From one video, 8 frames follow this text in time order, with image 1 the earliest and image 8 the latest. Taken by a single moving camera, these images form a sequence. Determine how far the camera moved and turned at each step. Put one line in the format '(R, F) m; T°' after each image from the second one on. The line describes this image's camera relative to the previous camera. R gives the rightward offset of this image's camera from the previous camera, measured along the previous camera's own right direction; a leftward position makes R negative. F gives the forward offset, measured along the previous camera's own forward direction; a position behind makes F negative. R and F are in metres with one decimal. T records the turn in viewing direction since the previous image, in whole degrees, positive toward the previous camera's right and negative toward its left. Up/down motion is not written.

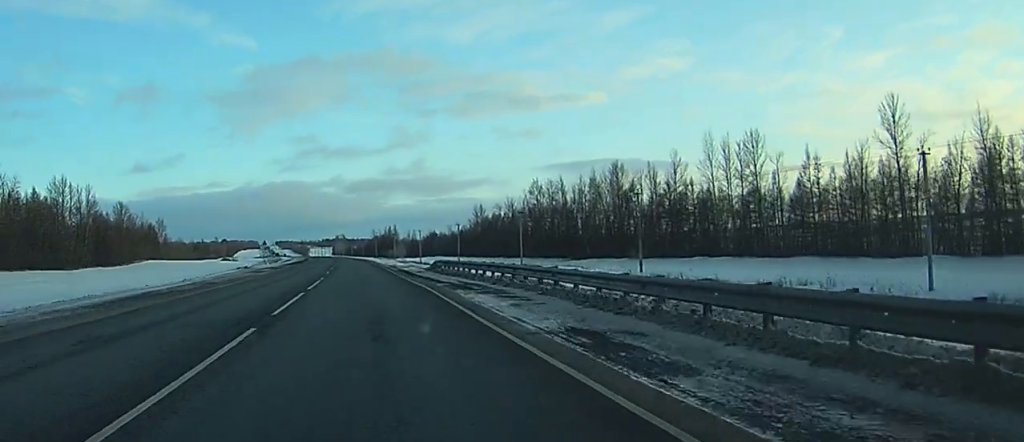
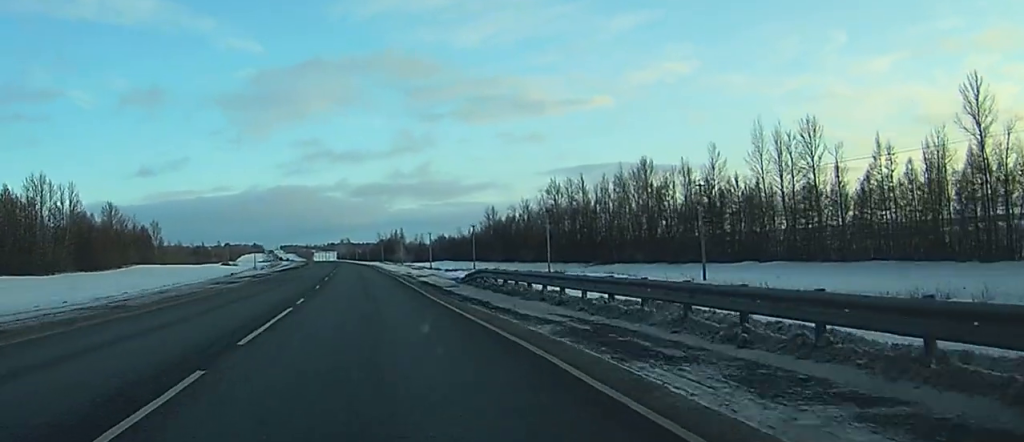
(-0.1, +17.0) m; 0°
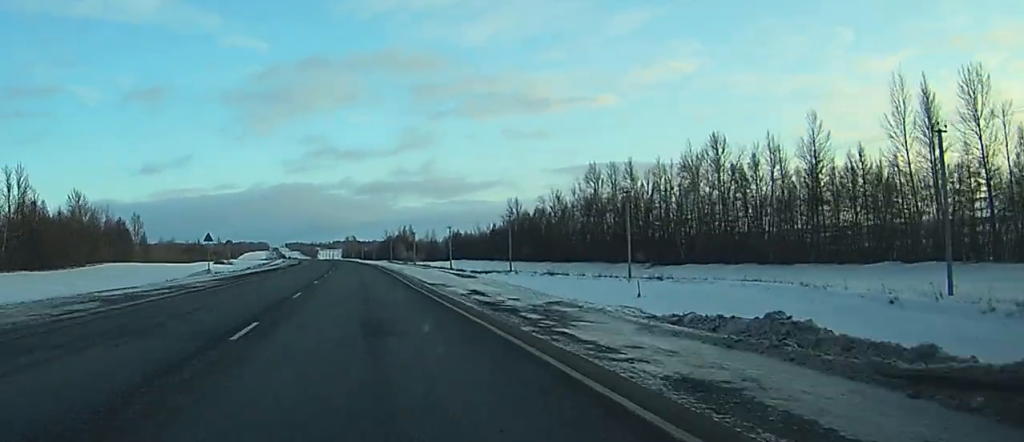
(-0.1, +35.1) m; 0°
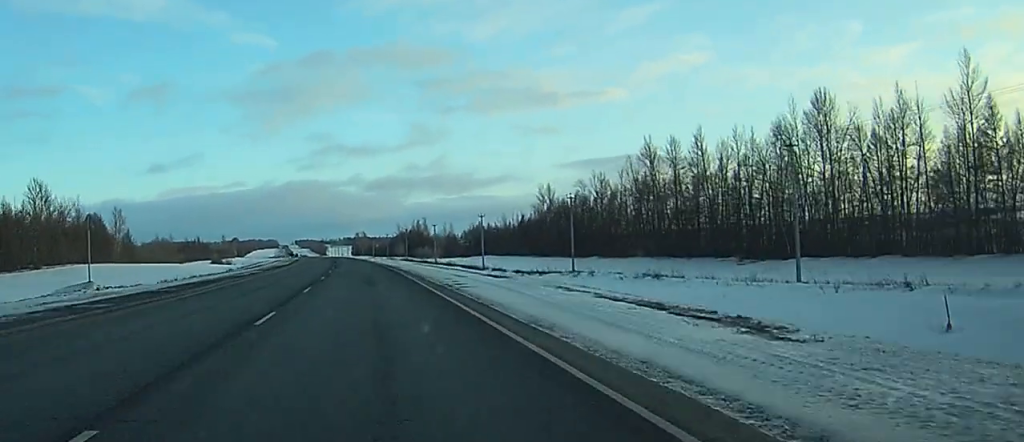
(-0.2, +33.4) m; -1°
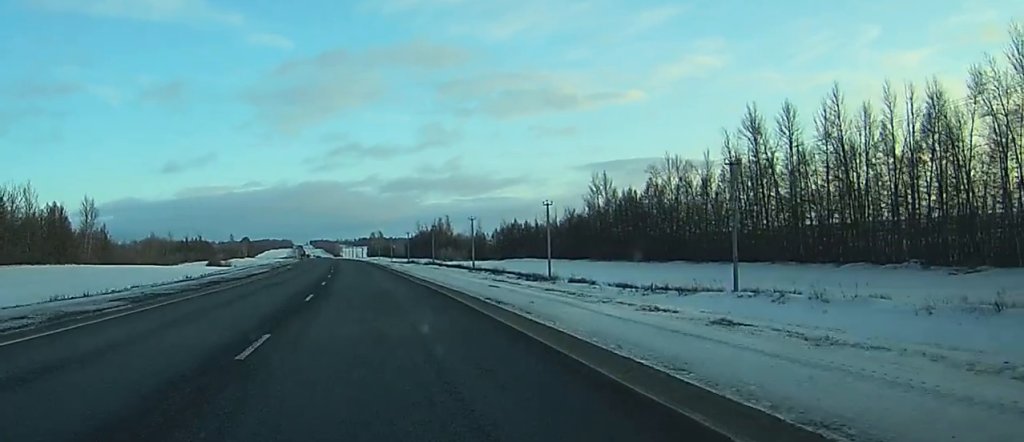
(-0.3, +40.4) m; -1°
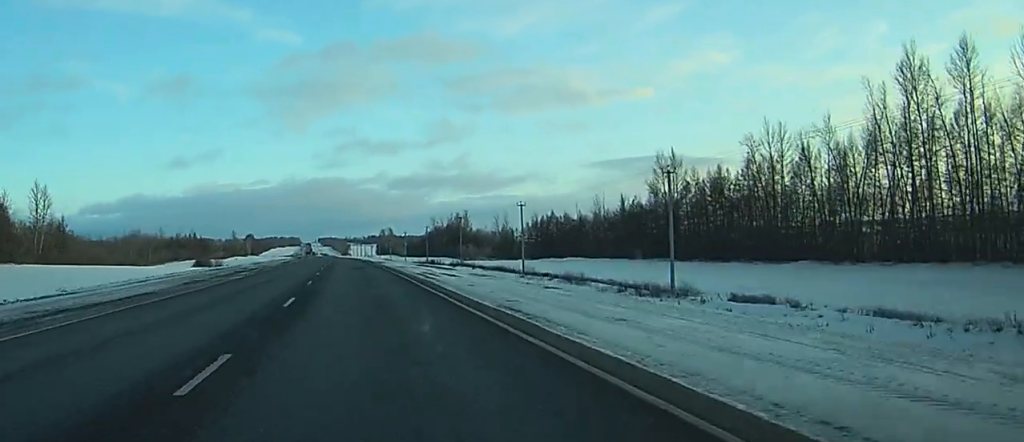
(-0.3, +38.7) m; -1°
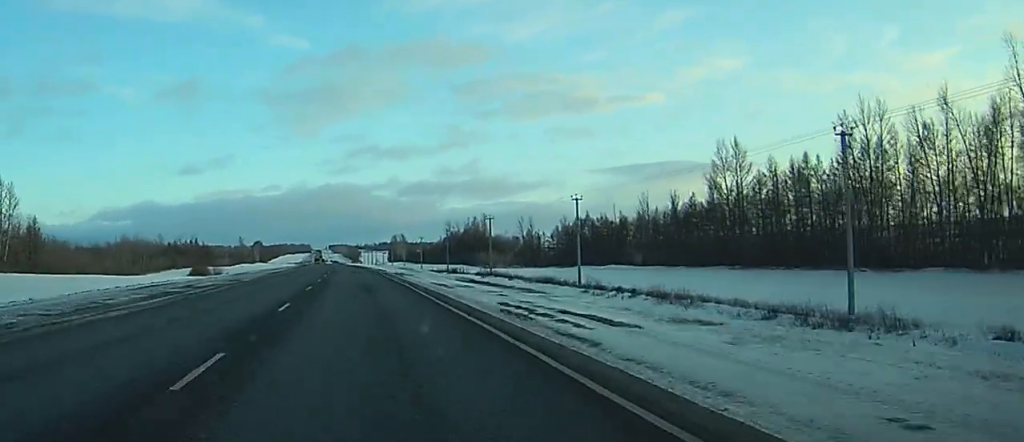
(0.0, +23.3) m; 0°
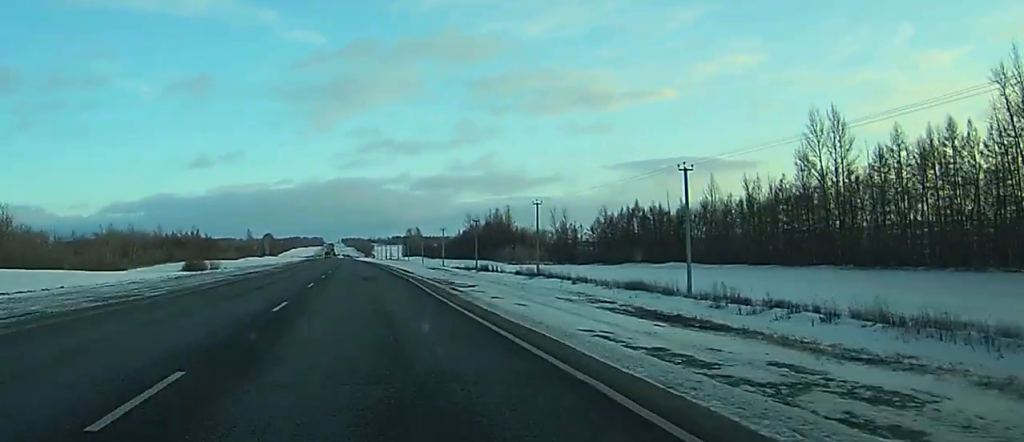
(-0.2, +26.3) m; -1°
